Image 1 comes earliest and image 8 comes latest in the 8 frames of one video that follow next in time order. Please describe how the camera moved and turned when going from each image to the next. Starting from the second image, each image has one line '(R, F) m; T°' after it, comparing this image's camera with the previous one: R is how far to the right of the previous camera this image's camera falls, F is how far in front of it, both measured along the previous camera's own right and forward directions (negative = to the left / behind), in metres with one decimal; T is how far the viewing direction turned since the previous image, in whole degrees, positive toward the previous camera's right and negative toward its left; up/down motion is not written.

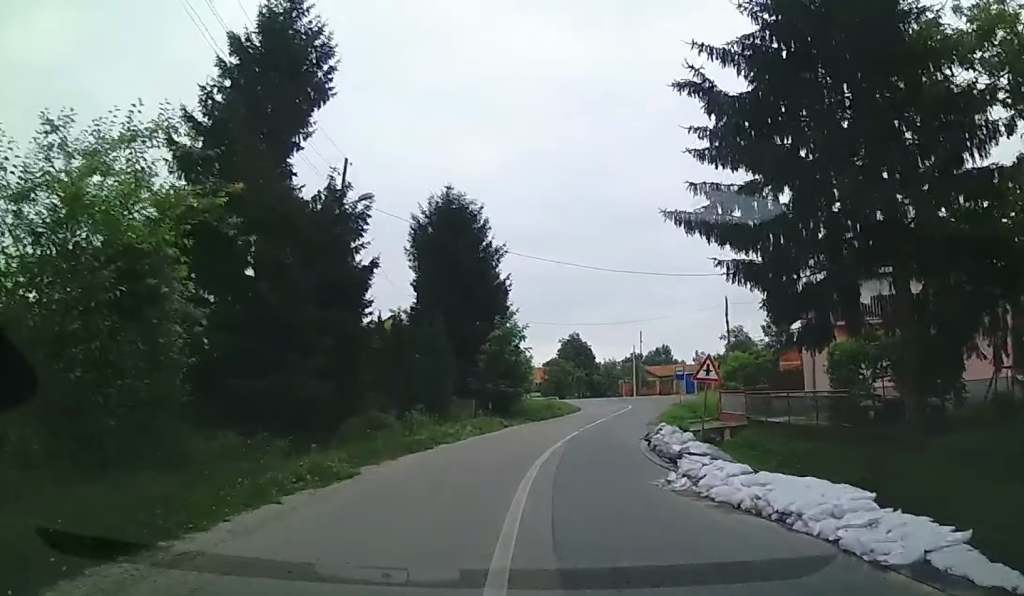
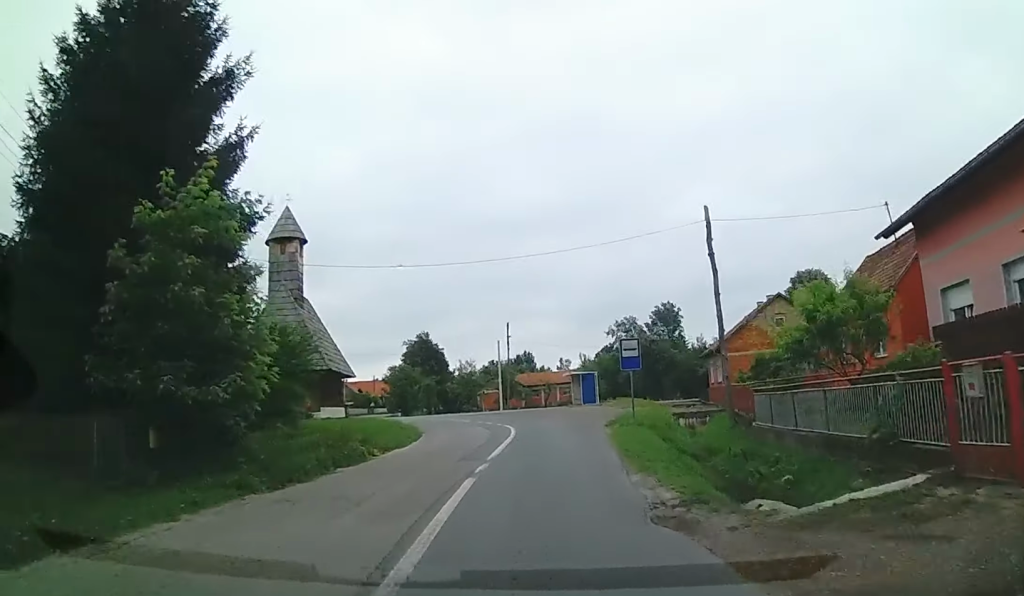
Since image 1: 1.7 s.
(+2.8, +22.2) m; +12°
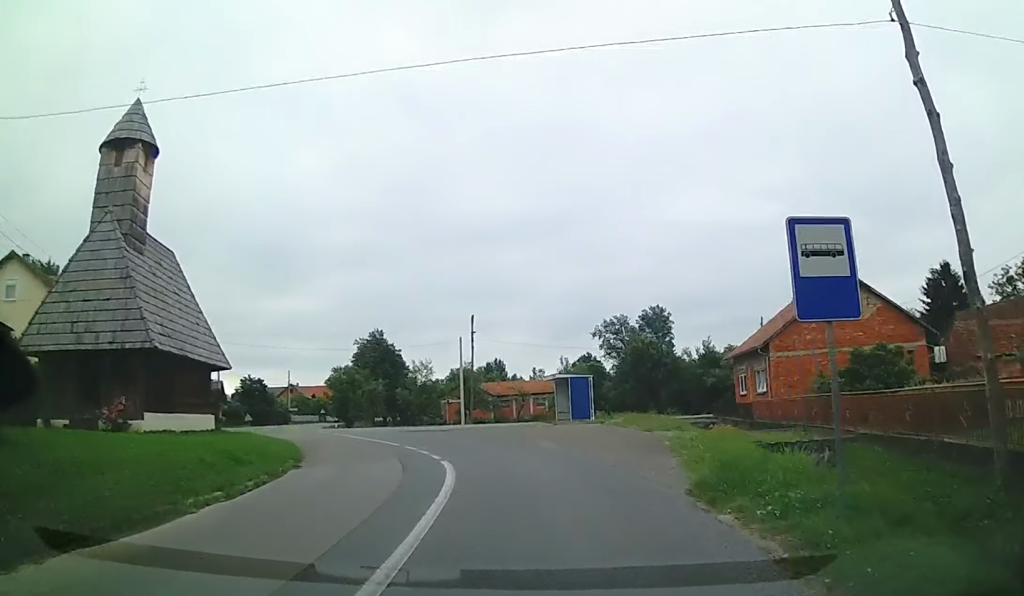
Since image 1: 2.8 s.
(+0.2, +13.4) m; -5°
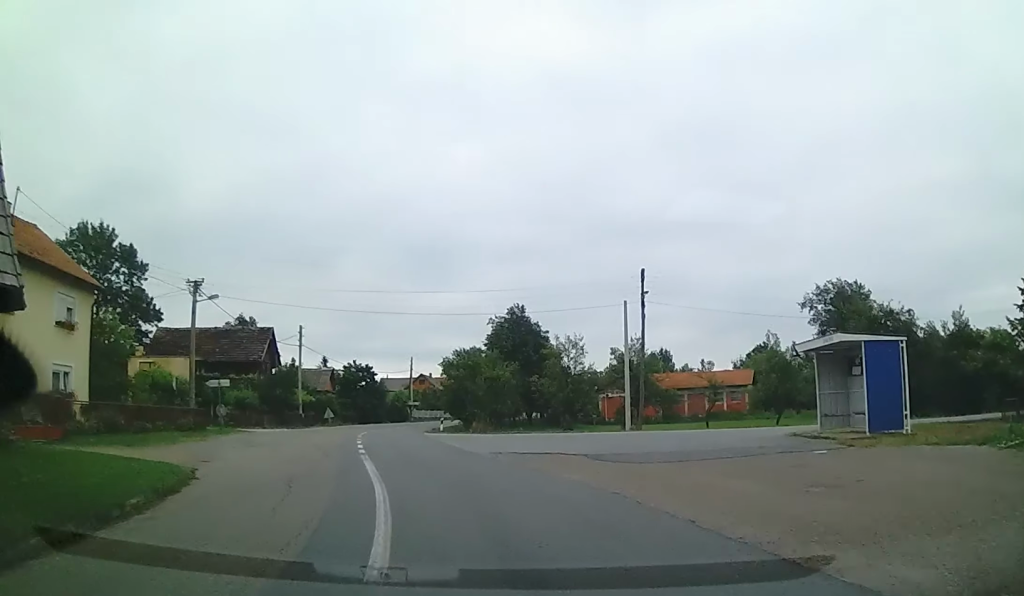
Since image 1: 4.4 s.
(-3.4, +16.5) m; -20°
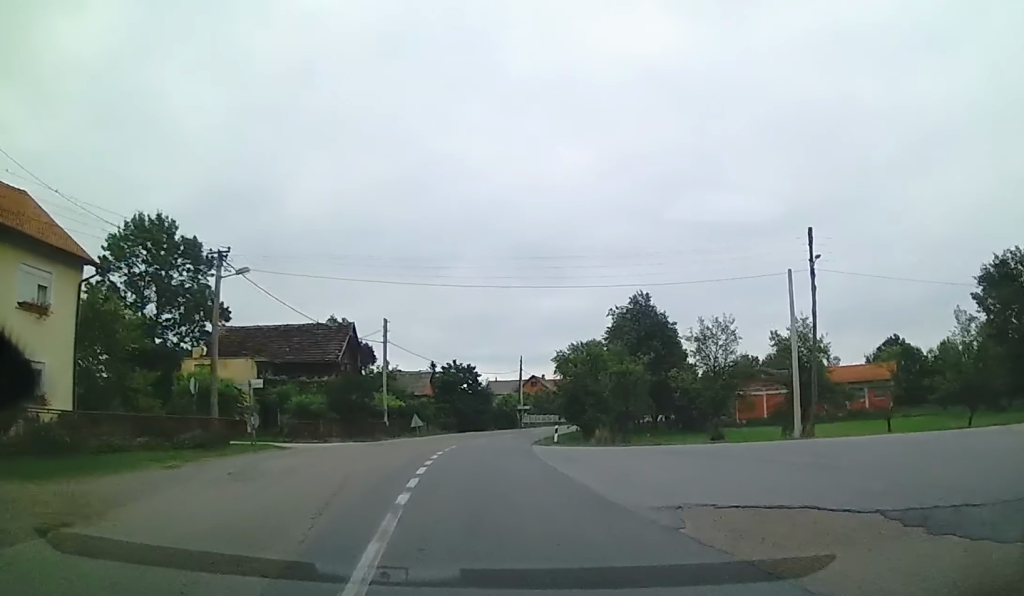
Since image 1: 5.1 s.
(-0.1, +8.6) m; -3°
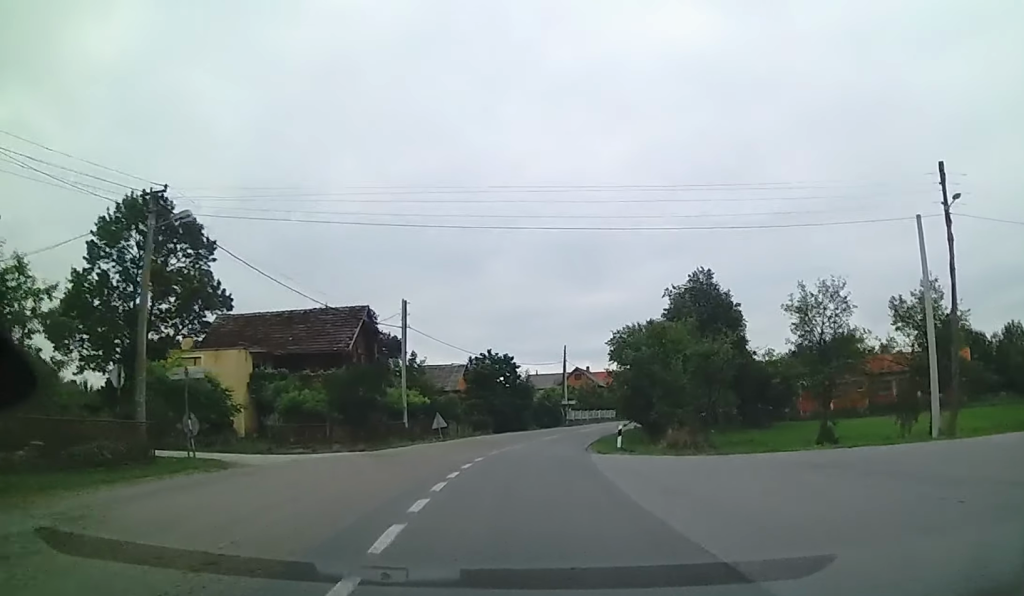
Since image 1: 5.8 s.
(0.0, +7.5) m; -1°
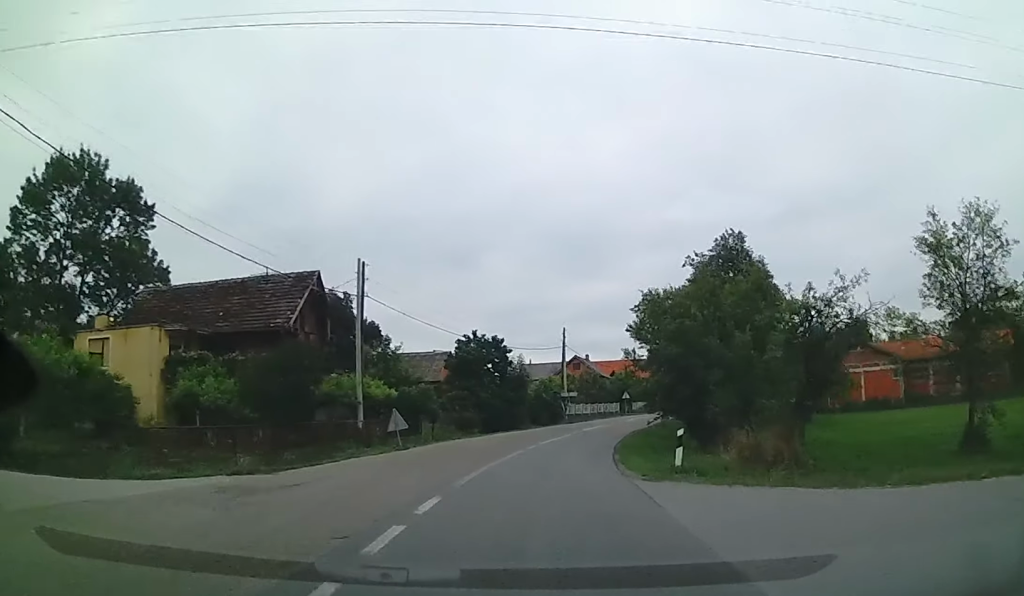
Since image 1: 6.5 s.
(-0.4, +9.3) m; 0°
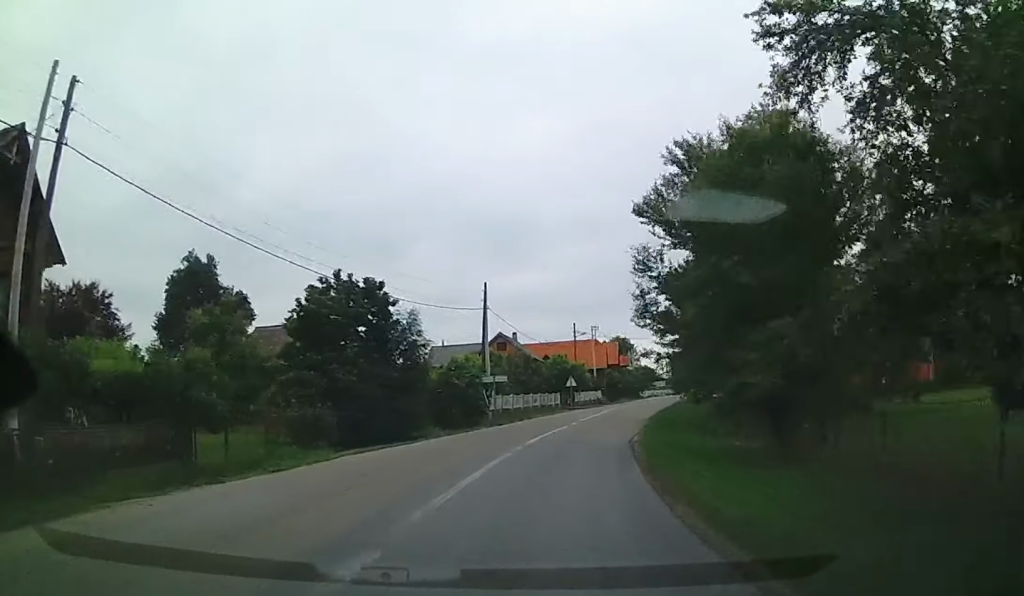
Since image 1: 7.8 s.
(+1.6, +18.1) m; +10°
